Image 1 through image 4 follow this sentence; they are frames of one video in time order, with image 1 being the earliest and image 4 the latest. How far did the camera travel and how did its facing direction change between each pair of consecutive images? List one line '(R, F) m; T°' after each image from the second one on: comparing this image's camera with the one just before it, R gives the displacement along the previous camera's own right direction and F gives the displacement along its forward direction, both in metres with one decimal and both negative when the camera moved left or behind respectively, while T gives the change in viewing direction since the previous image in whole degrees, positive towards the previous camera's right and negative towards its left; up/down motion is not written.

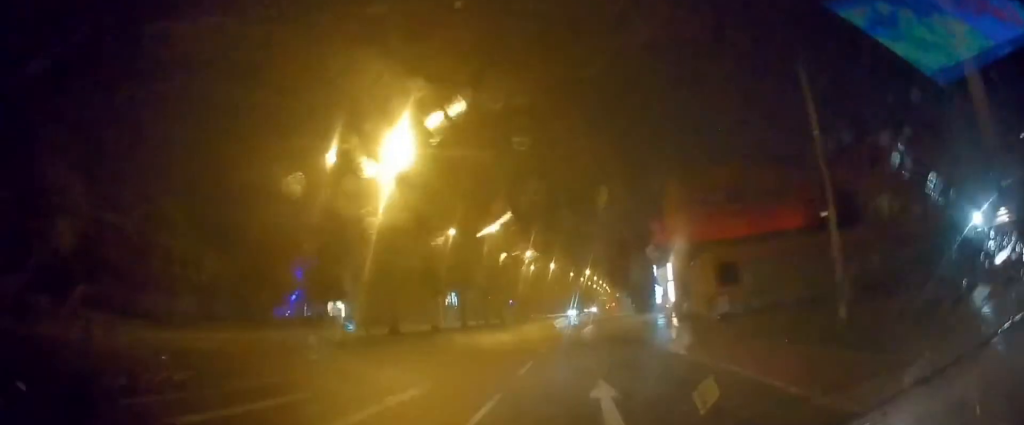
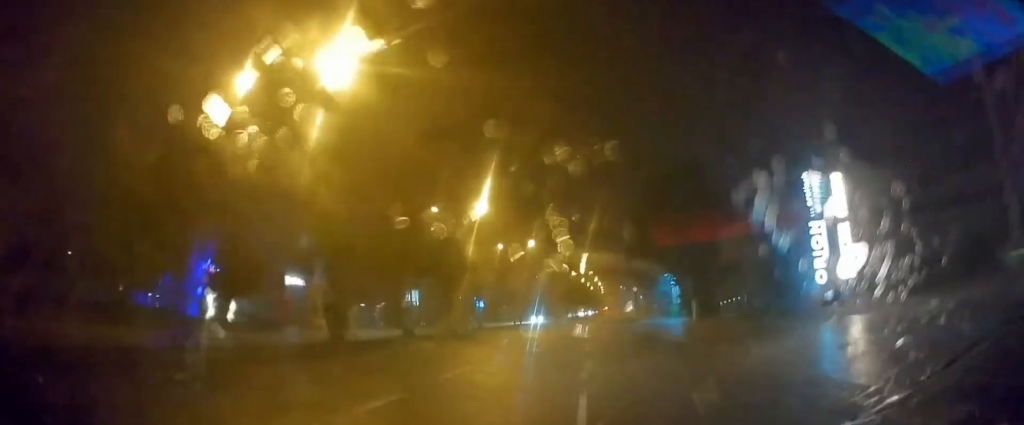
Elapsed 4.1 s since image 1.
(+0.3, +42.9) m; +4°
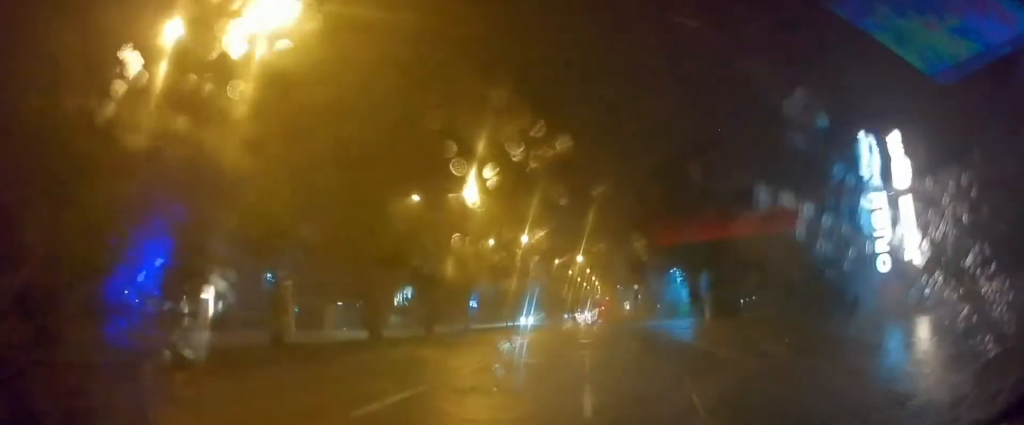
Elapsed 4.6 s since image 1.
(0.0, +4.8) m; 0°
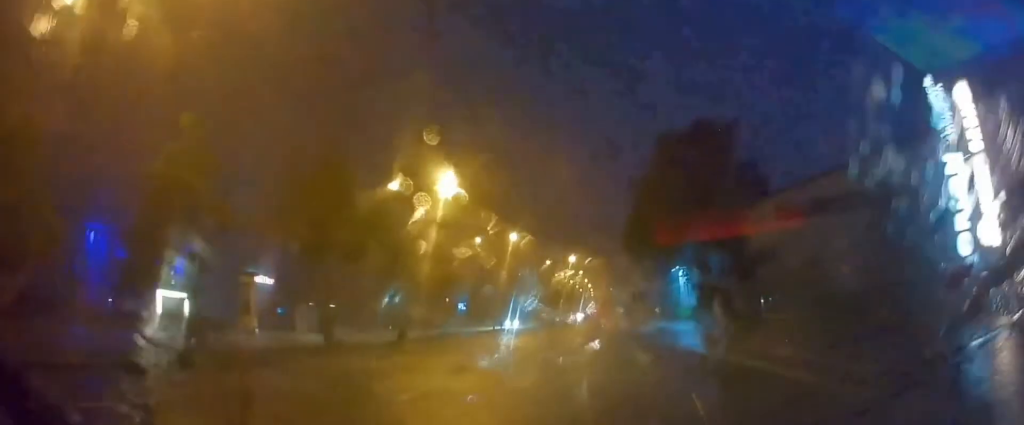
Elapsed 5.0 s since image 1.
(0.0, +4.2) m; 0°
